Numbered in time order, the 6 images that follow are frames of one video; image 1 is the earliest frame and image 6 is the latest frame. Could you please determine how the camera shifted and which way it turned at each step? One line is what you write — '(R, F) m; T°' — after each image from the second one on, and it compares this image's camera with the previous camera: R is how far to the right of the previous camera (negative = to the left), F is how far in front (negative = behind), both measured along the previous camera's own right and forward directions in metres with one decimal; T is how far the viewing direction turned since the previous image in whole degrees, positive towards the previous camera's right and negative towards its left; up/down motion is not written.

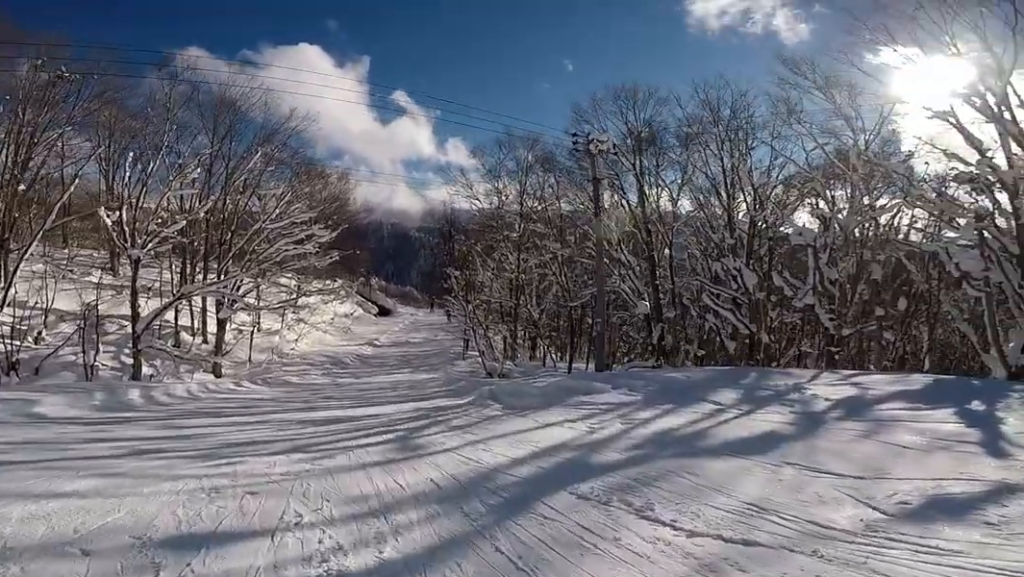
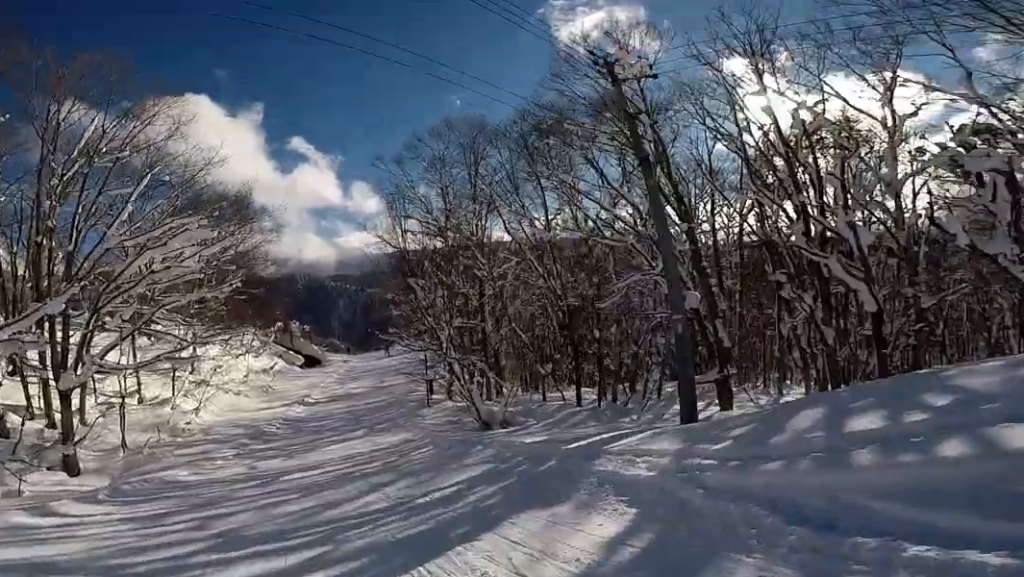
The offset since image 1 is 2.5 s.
(+1.5, +9.4) m; +23°
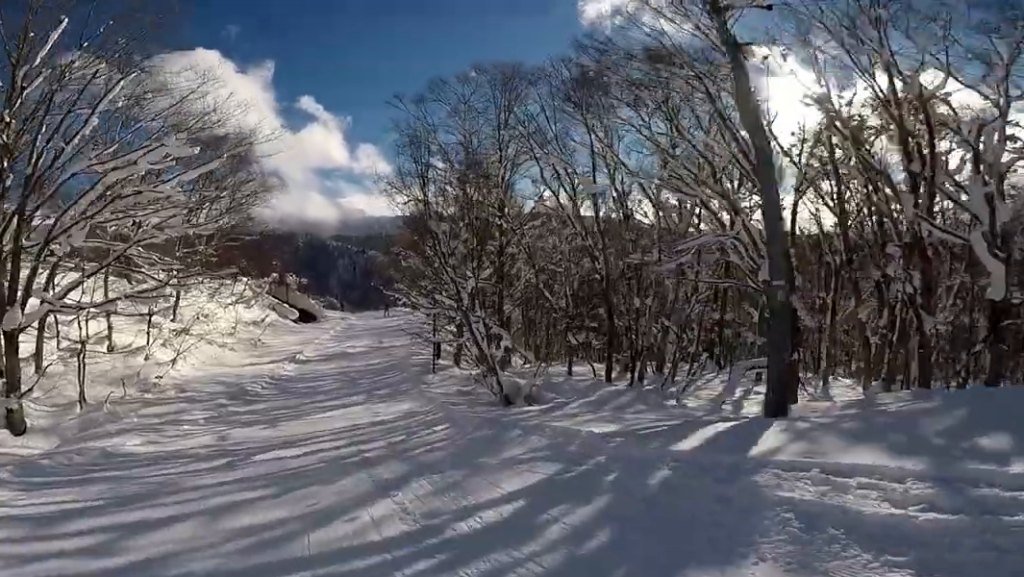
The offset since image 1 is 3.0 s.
(+0.4, +2.8) m; +1°
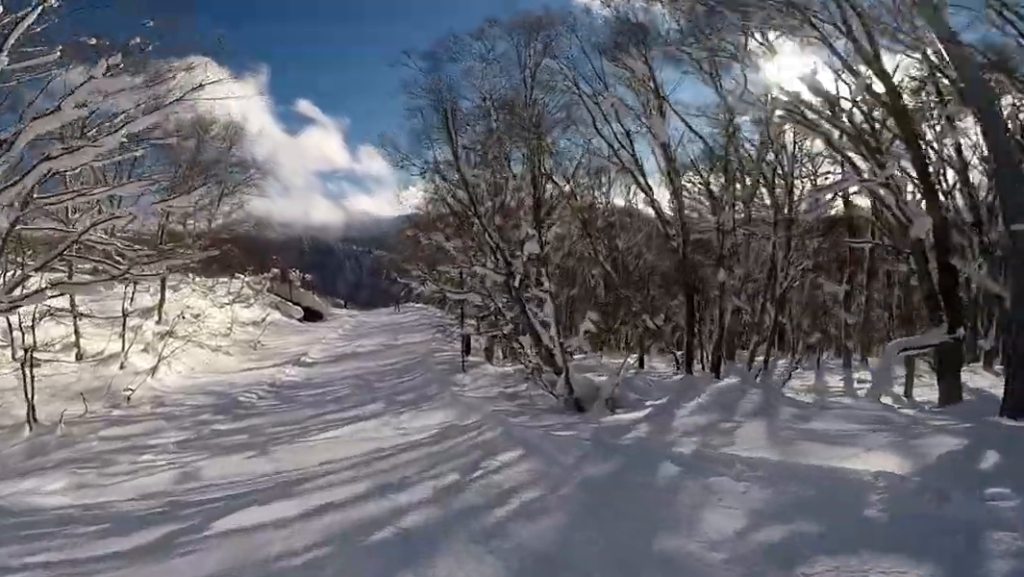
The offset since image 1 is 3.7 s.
(+0.2, +3.5) m; 0°
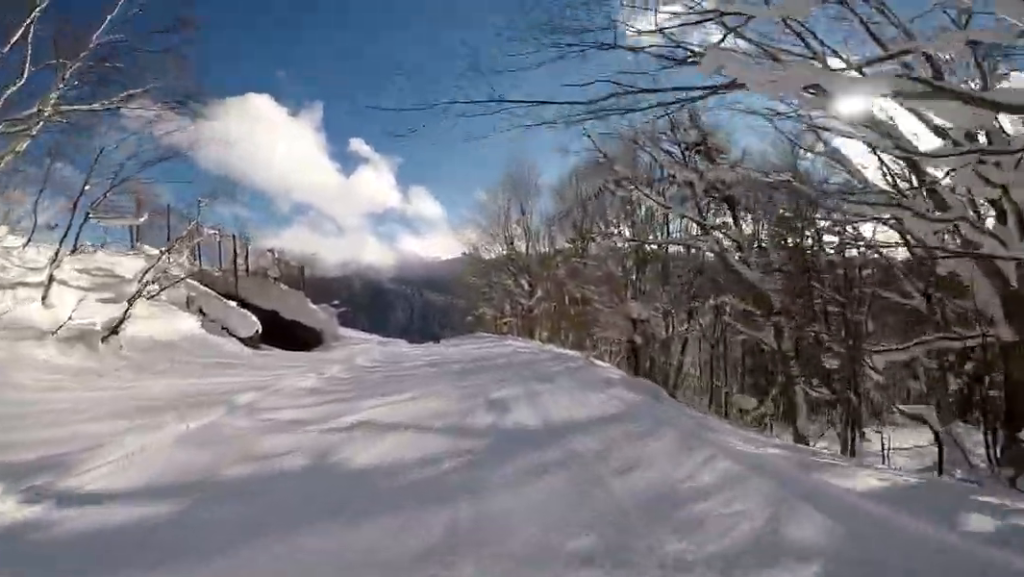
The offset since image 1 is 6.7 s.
(-1.3, +18.5) m; -5°
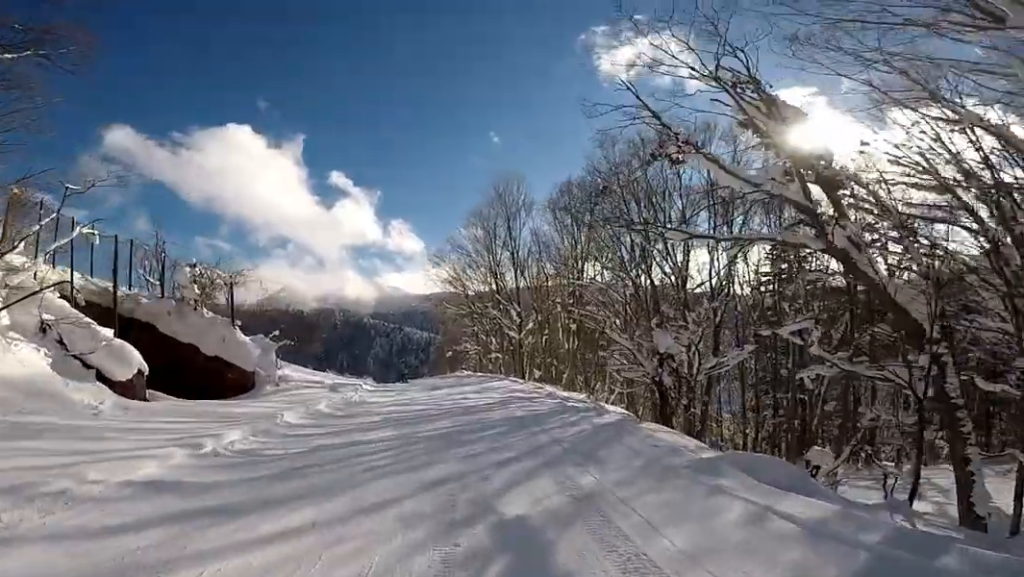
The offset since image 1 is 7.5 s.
(-0.3, +4.5) m; +6°
